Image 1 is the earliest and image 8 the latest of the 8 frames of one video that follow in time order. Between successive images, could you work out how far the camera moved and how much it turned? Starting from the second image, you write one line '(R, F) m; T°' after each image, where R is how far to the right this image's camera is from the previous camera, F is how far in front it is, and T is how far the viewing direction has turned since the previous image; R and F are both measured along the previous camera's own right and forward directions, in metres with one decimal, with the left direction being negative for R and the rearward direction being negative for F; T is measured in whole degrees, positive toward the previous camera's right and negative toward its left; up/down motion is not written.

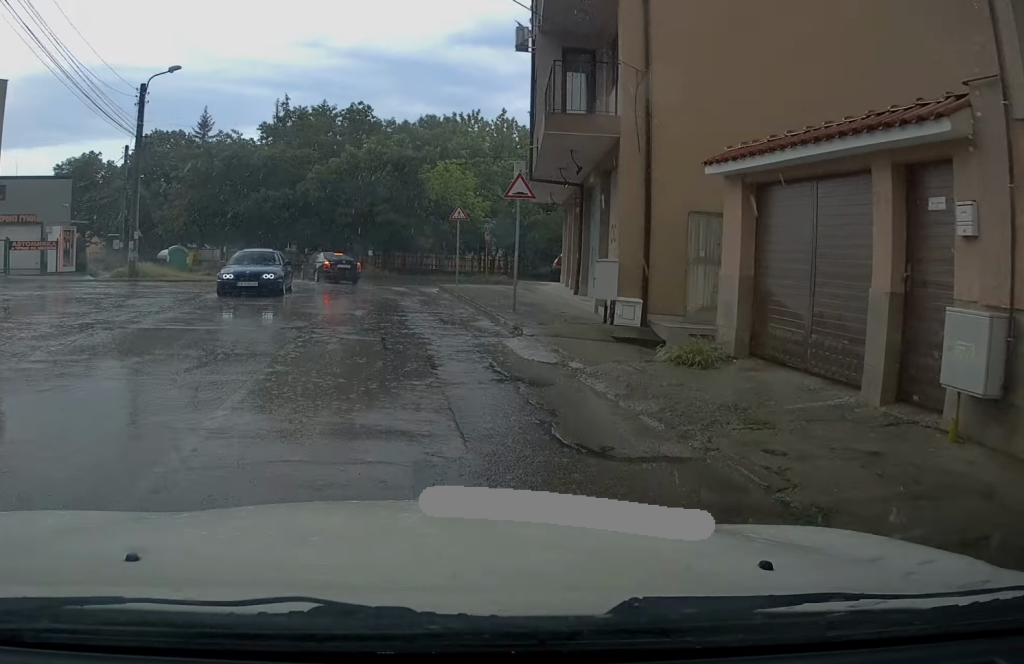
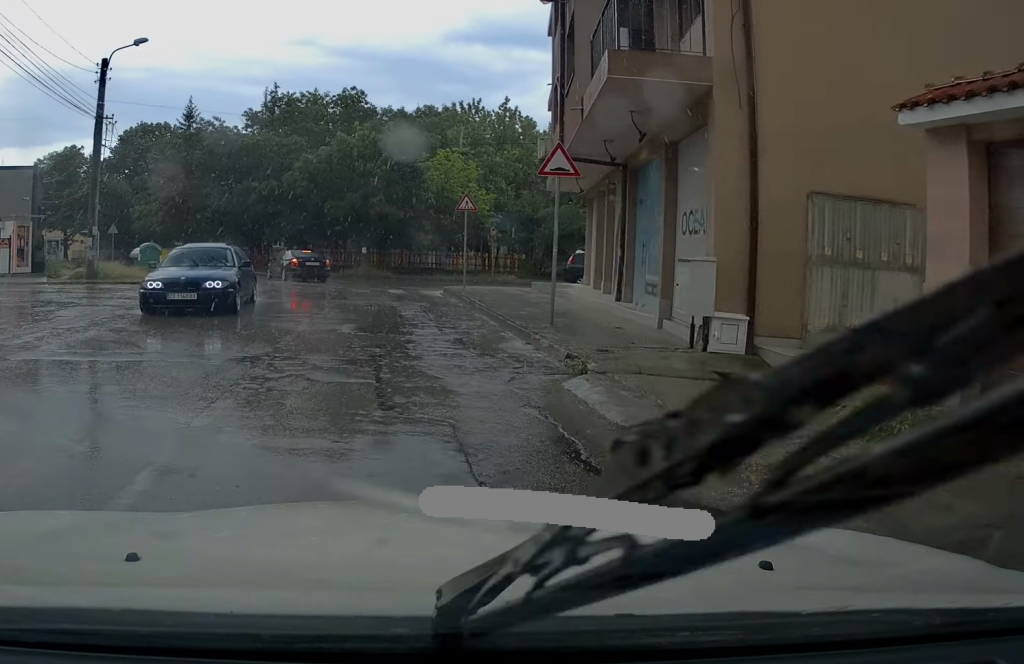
(+0.1, +4.1) m; +1°
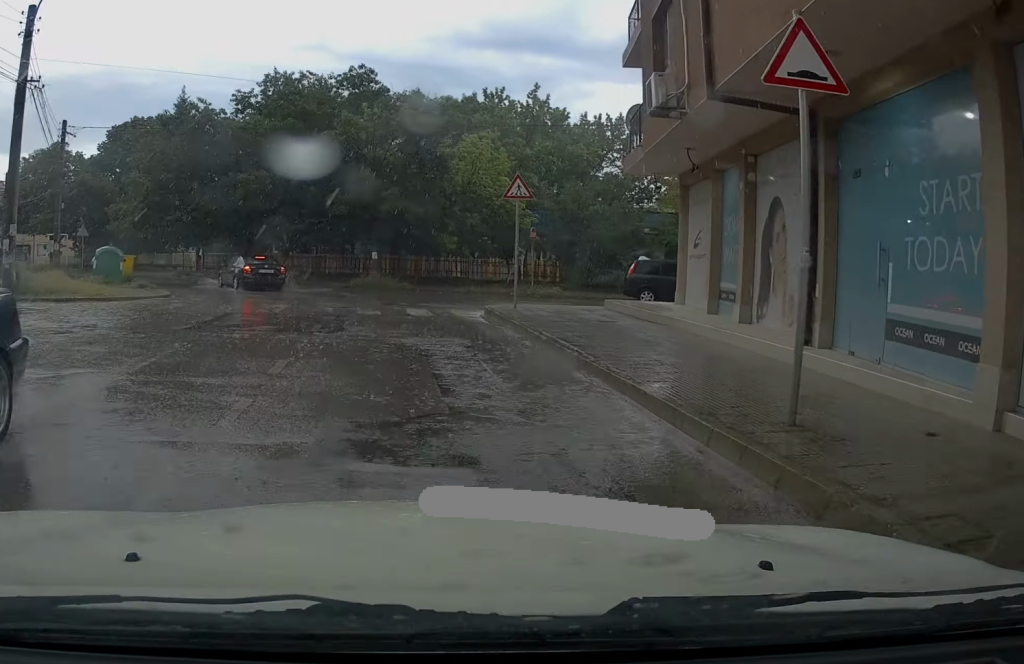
(0.0, +7.2) m; 0°
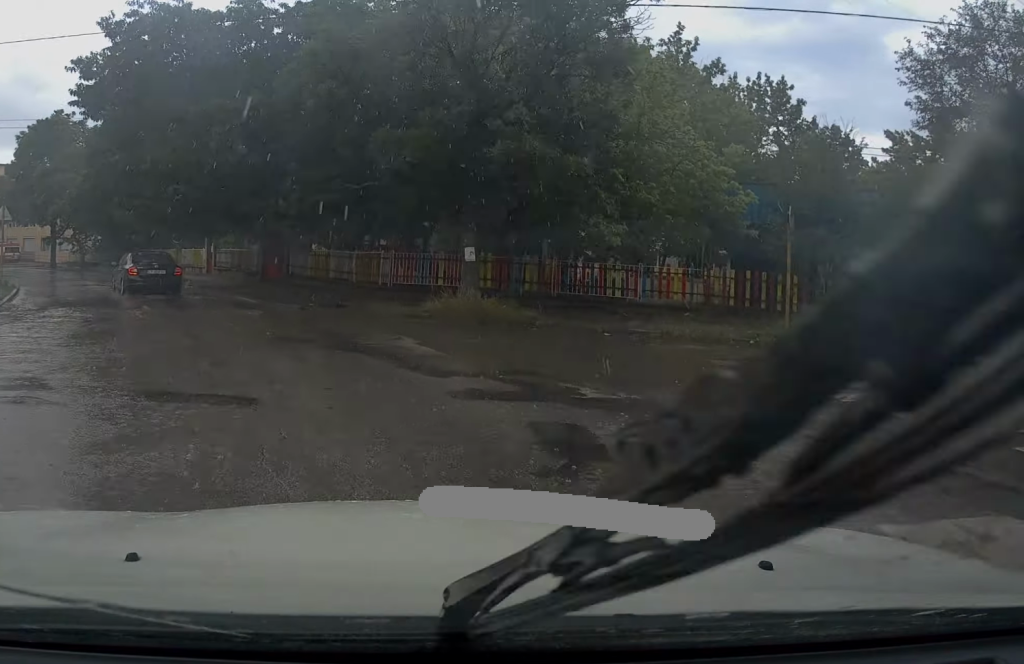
(-0.4, +16.3) m; -6°
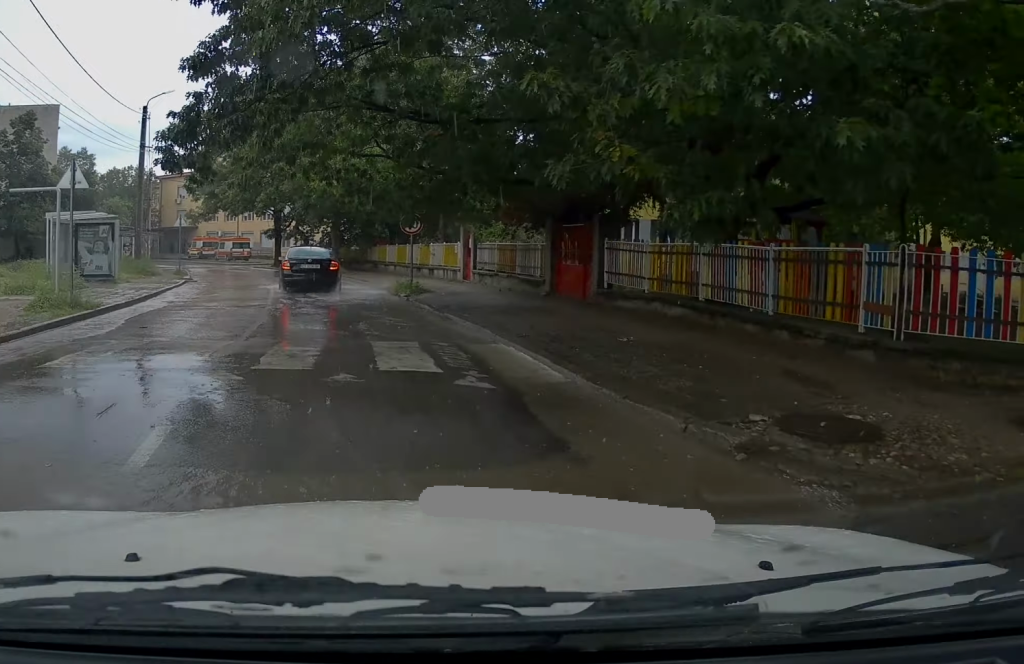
(-1.5, +13.7) m; -14°
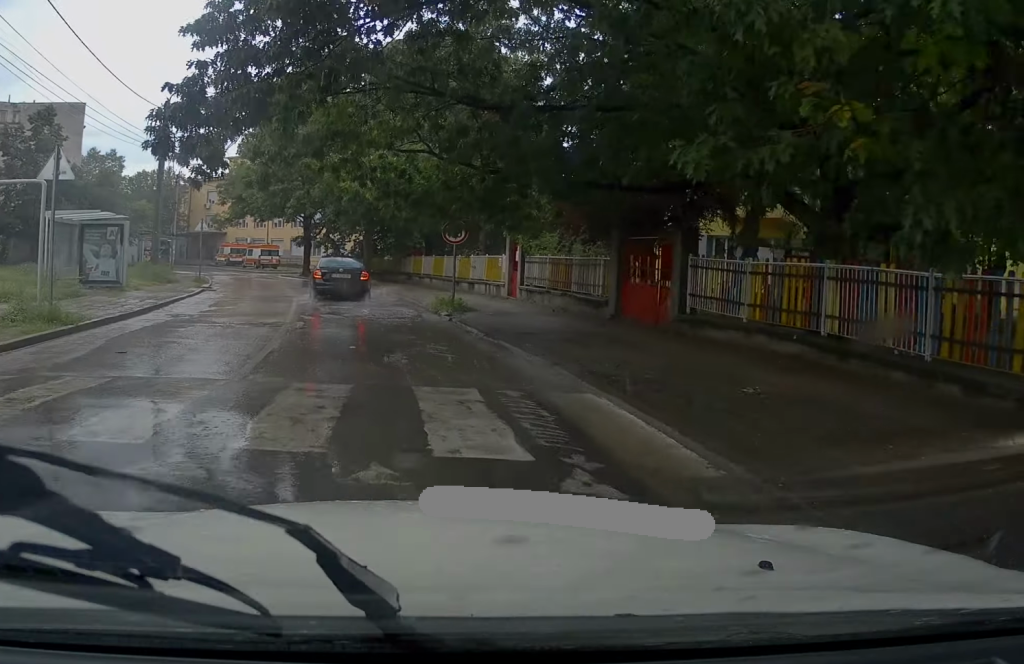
(-0.2, +2.9) m; -4°
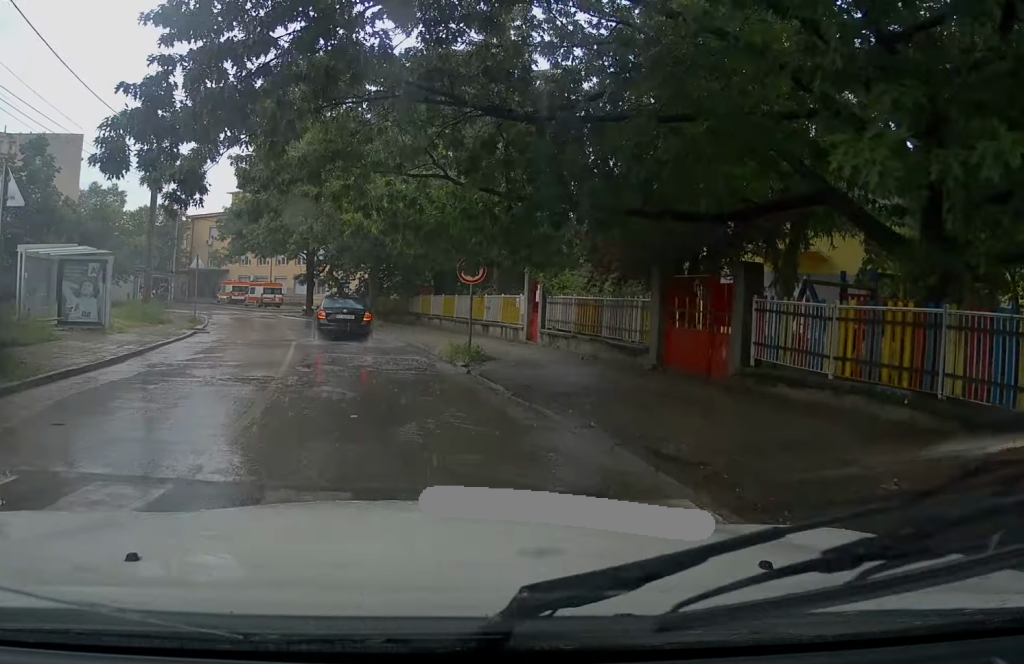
(0.0, +2.5) m; -3°
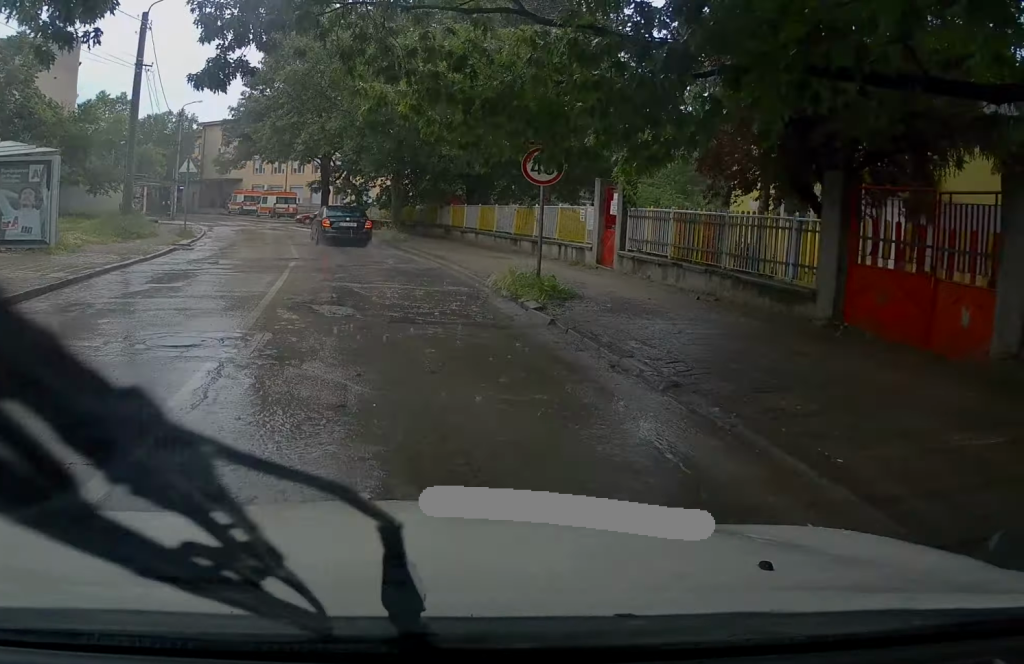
(-0.4, +5.4) m; -3°
